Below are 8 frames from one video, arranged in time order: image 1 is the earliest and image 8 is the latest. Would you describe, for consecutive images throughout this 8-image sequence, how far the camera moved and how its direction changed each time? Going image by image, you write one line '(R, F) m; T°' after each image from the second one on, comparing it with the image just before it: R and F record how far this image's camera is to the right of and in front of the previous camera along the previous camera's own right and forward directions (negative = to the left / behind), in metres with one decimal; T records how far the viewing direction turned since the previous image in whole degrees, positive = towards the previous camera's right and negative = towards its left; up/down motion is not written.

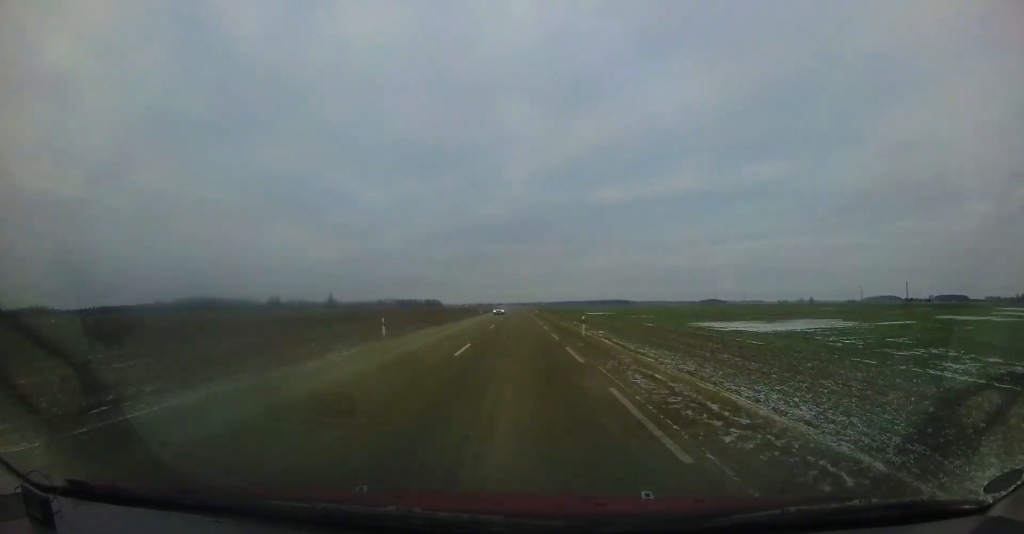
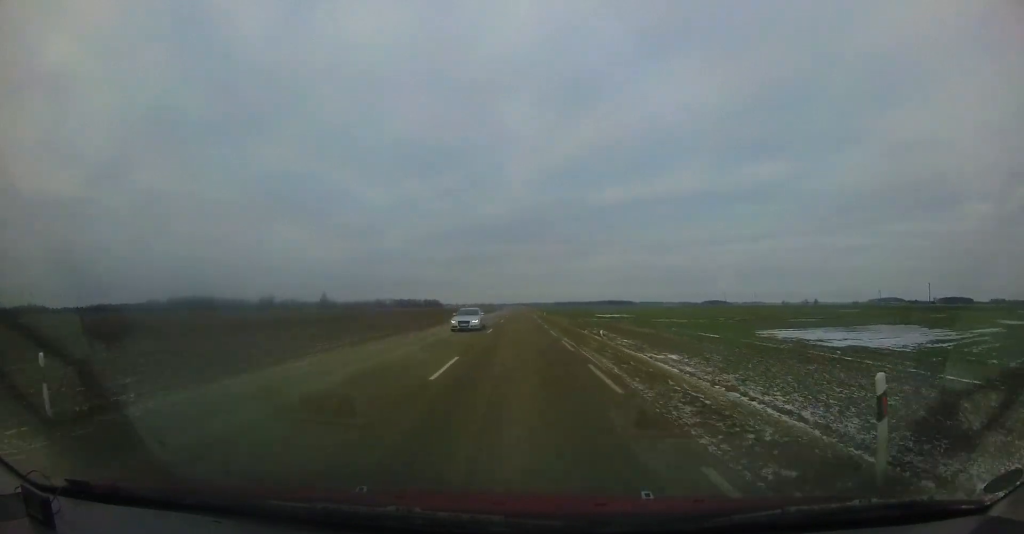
(-0.2, +15.6) m; -1°
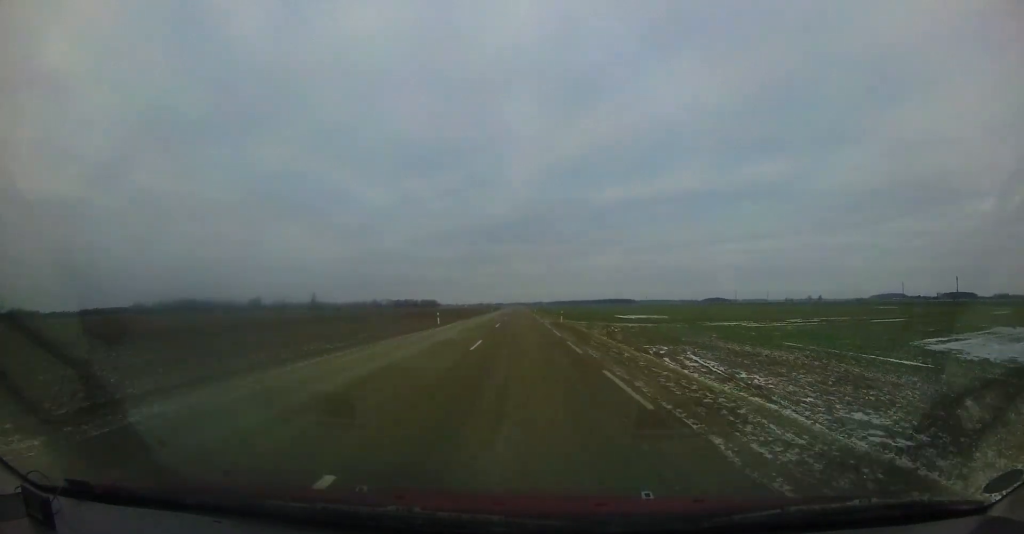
(-0.1, +19.4) m; +1°
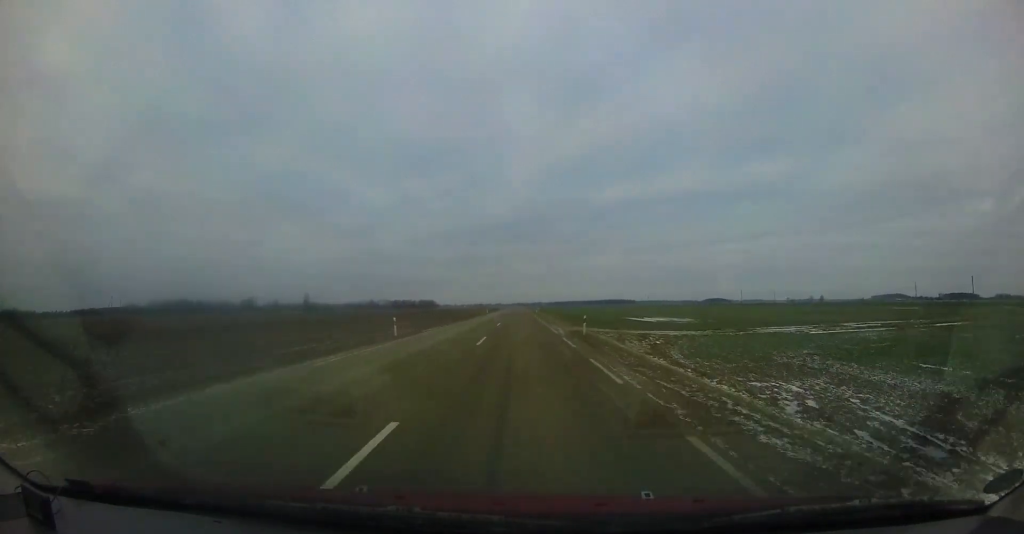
(-0.2, +10.5) m; +1°
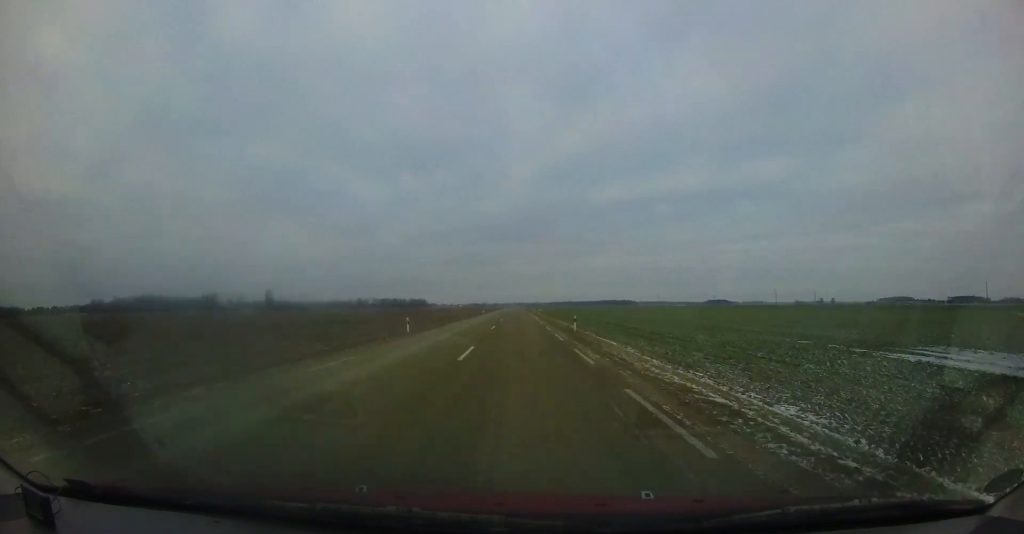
(+1.3, +52.4) m; +1°
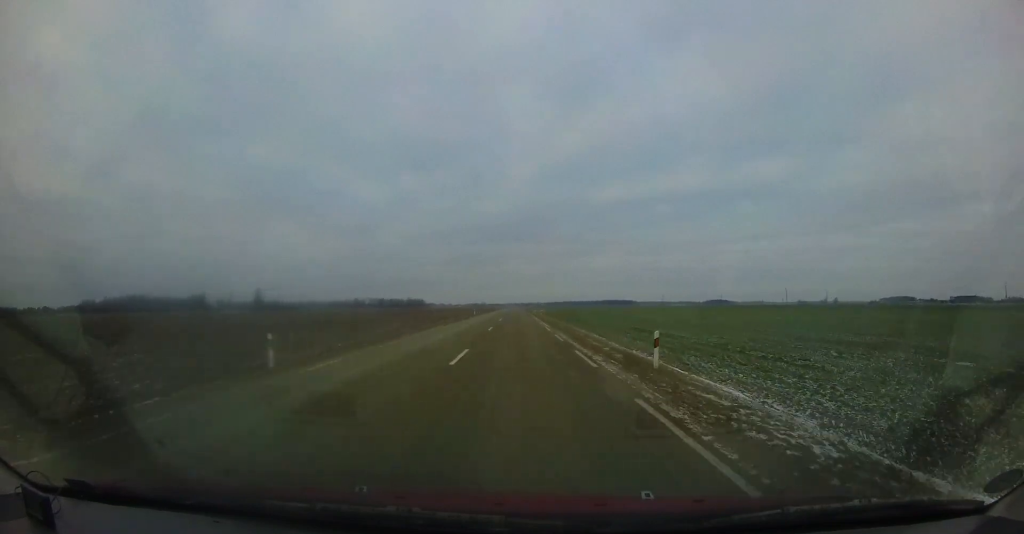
(0.0, +13.0) m; 0°
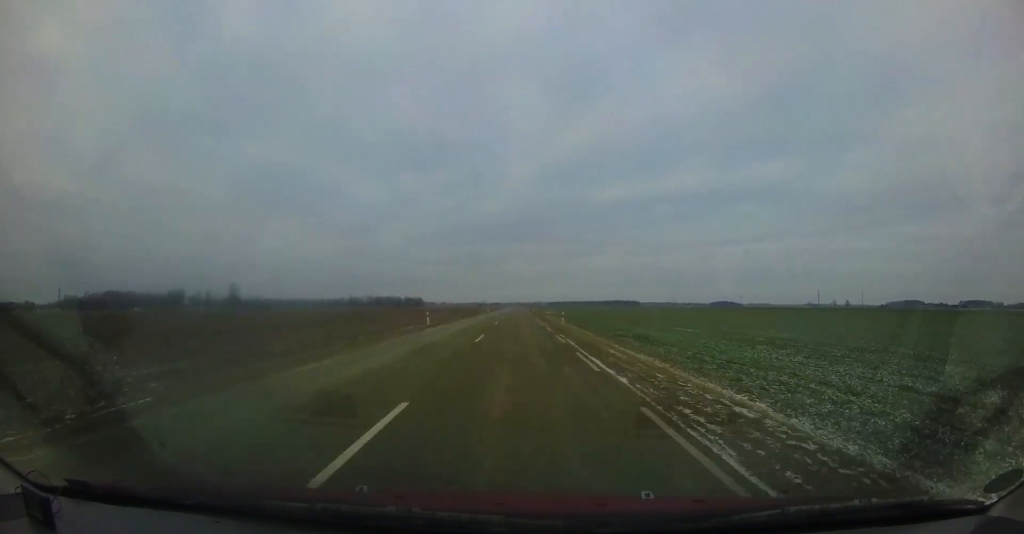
(+0.2, +31.0) m; -1°
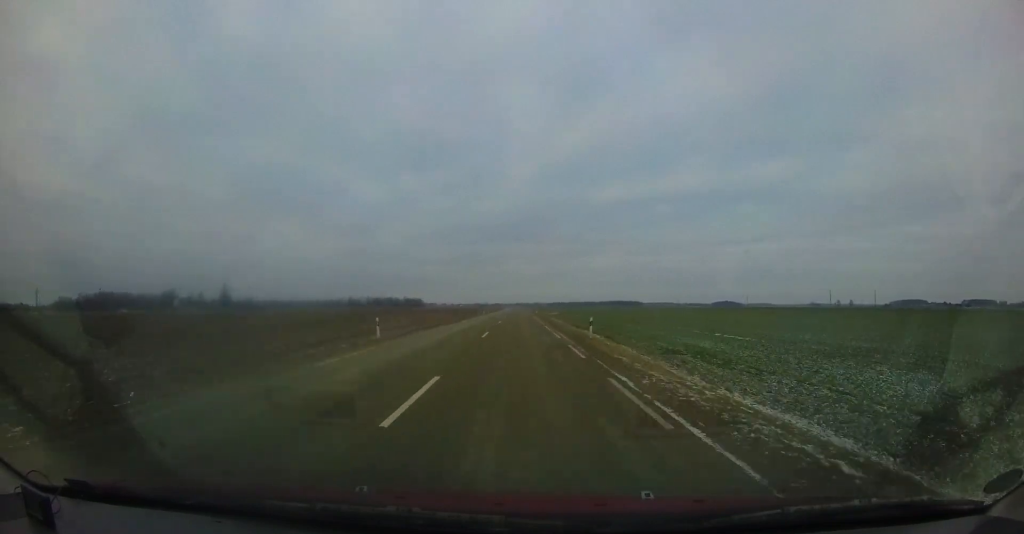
(-0.2, +10.1) m; -1°
